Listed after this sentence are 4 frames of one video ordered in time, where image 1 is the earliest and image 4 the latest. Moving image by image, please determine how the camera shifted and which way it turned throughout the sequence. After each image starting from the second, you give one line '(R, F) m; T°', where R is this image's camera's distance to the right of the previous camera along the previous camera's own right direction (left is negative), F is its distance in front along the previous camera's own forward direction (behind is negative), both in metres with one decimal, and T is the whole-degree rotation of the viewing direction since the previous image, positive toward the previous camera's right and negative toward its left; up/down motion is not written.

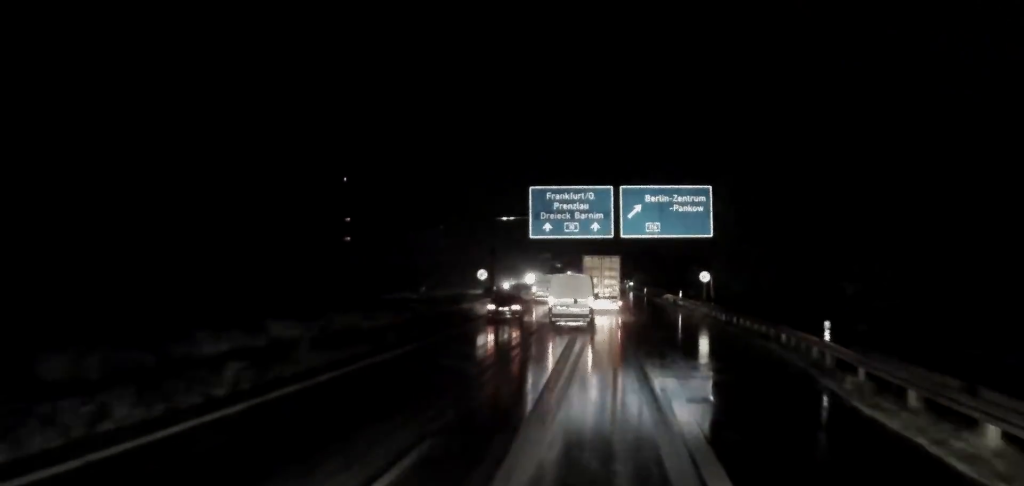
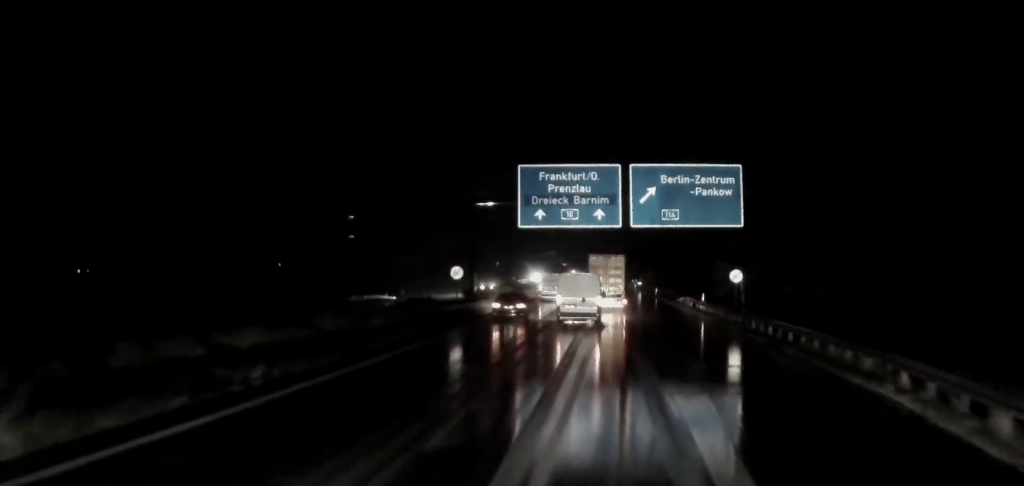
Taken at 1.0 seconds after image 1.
(0.0, +13.3) m; 0°
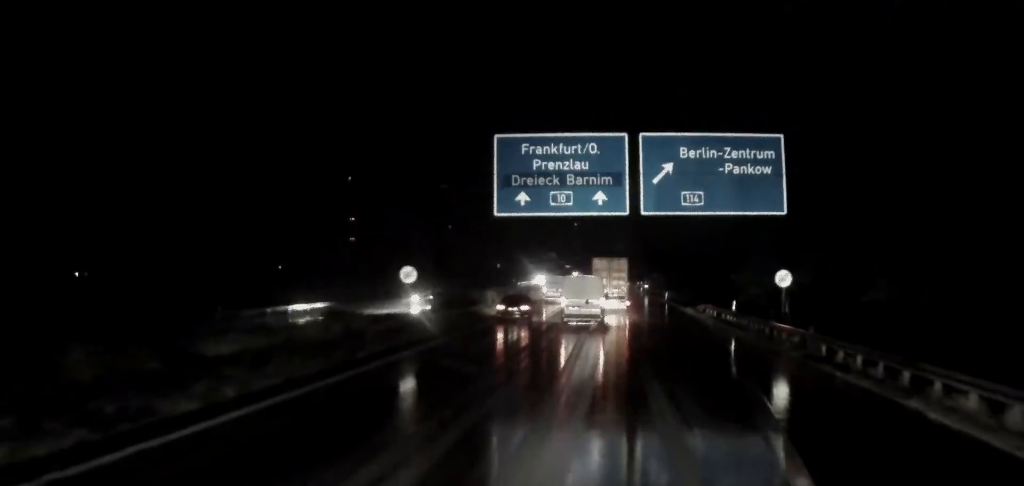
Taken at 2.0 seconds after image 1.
(0.0, +13.3) m; 0°
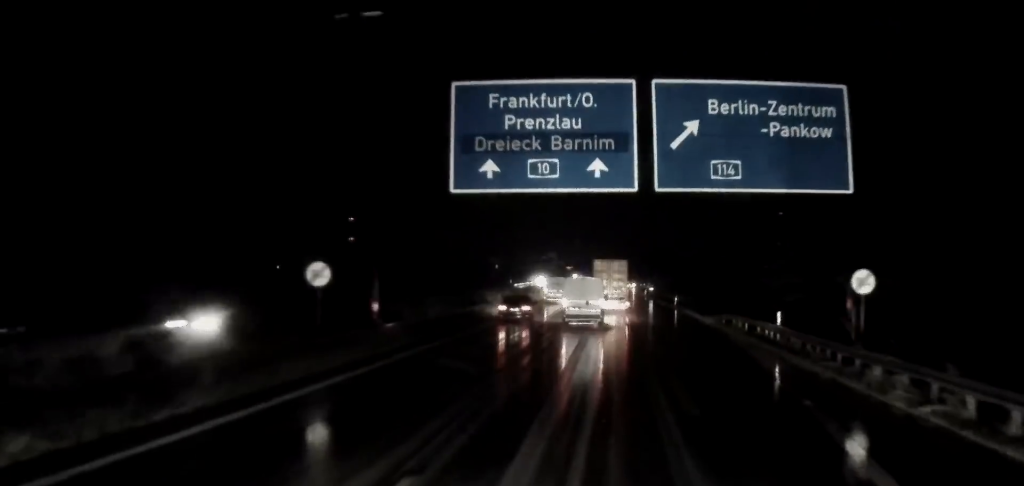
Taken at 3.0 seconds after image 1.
(0.0, +12.1) m; 0°
